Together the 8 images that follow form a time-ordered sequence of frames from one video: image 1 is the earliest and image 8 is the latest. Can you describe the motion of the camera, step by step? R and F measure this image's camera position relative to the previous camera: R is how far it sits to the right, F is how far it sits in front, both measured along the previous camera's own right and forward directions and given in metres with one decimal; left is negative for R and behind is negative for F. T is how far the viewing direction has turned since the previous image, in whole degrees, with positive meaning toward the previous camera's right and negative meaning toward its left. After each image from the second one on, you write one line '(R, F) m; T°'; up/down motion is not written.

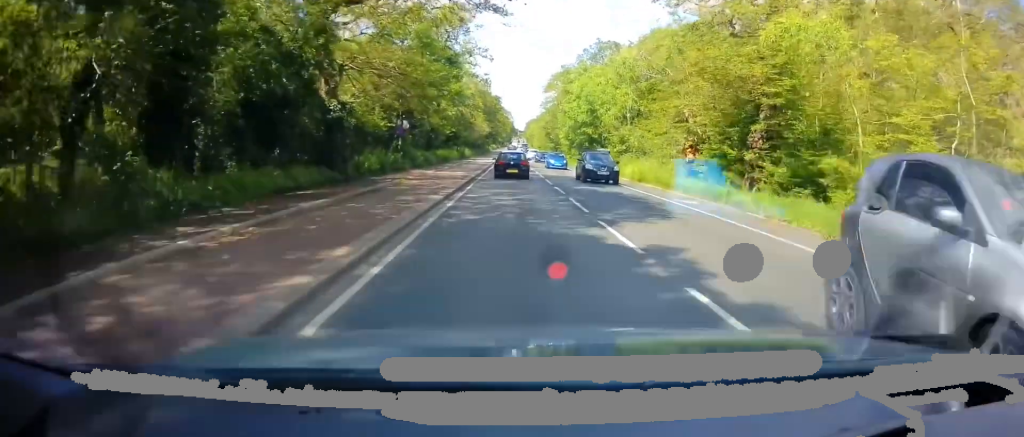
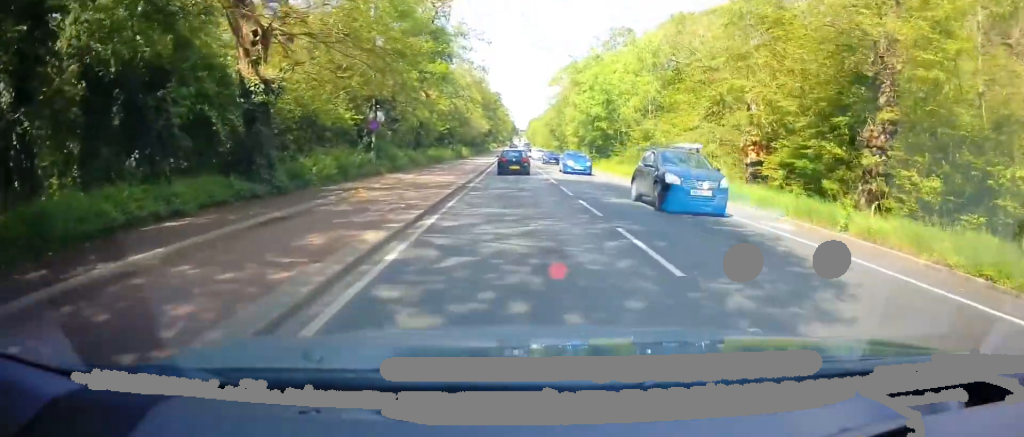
(-0.1, +7.2) m; 0°
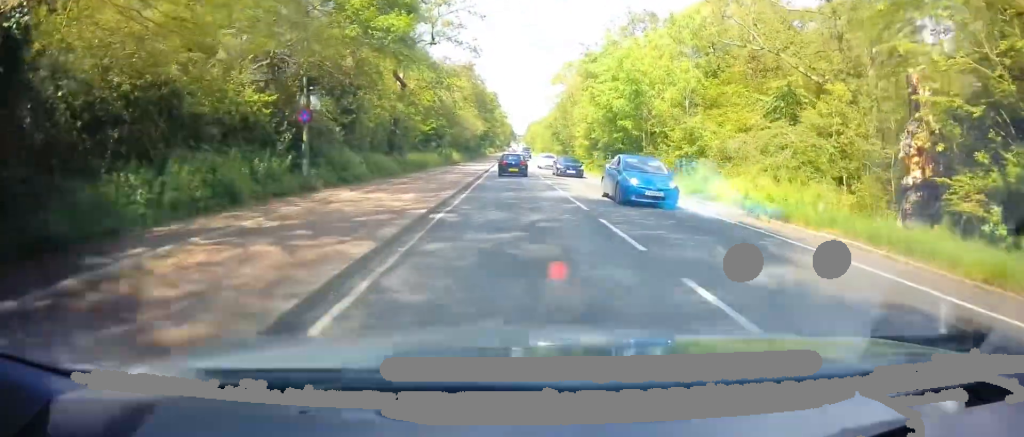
(+0.1, +9.4) m; 0°
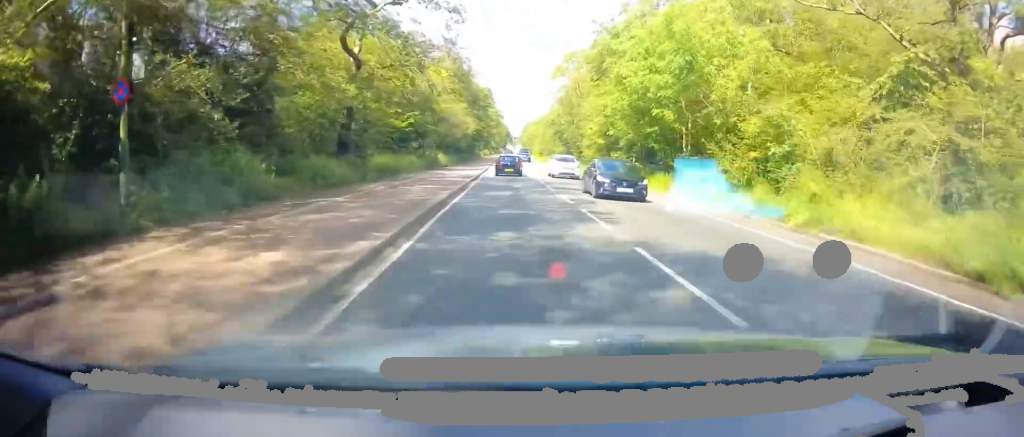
(-0.1, +9.6) m; -1°
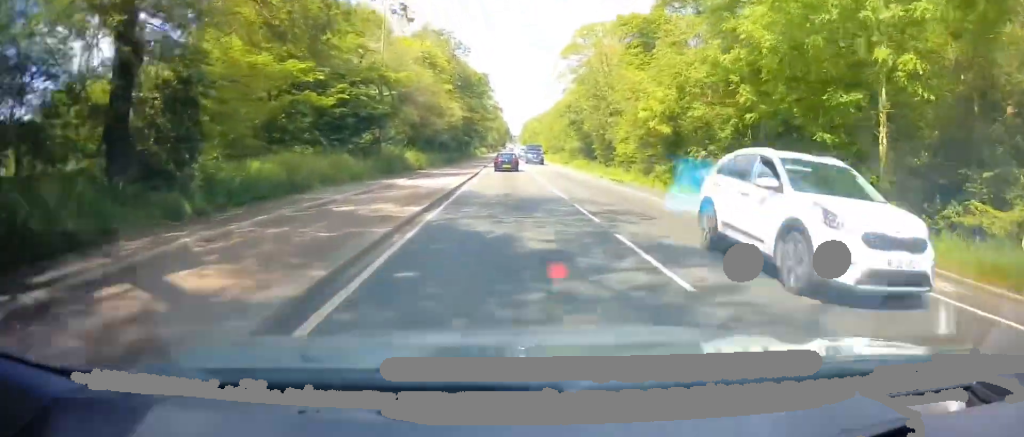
(0.0, +16.5) m; 0°
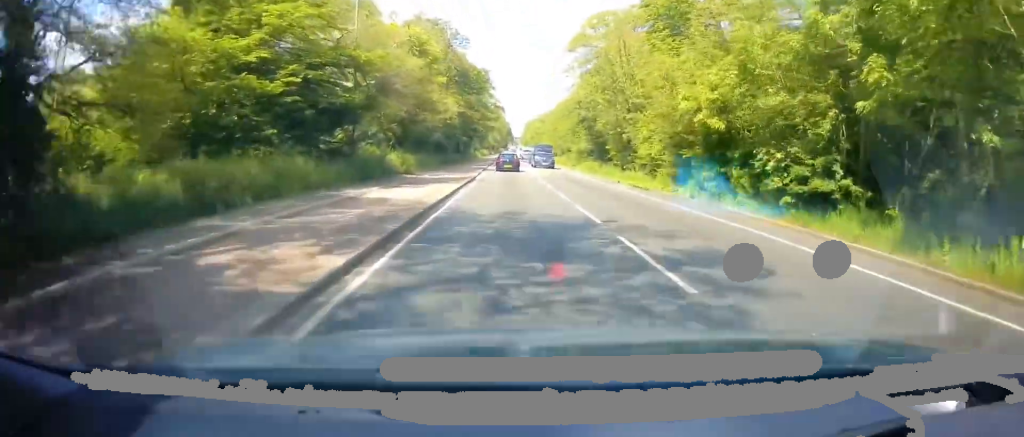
(0.0, +5.7) m; 0°
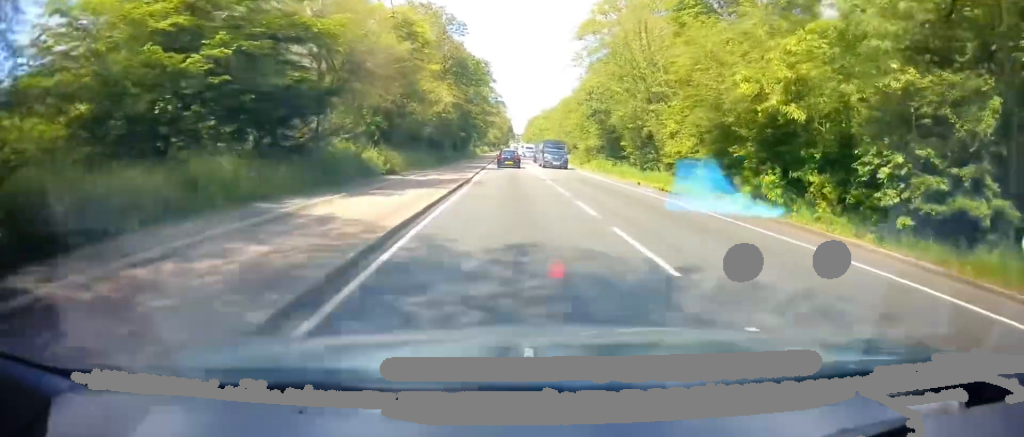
(0.0, +5.0) m; 0°
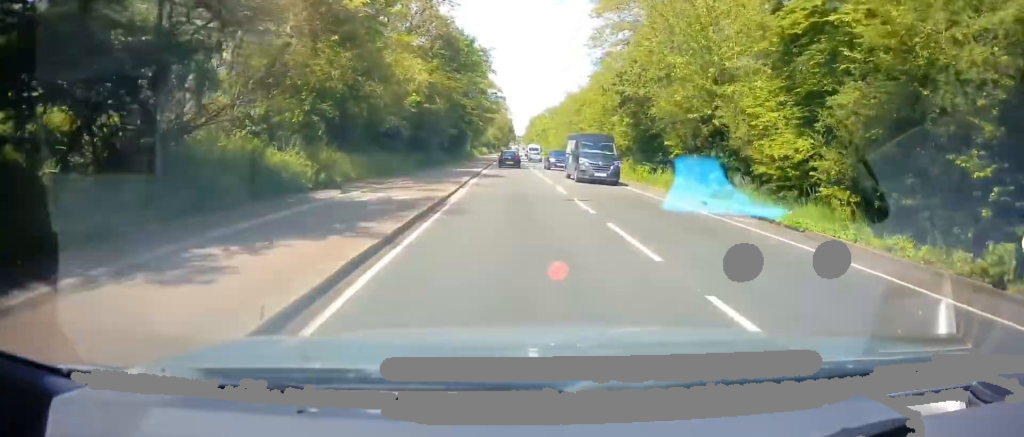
(0.0, +10.3) m; 0°
